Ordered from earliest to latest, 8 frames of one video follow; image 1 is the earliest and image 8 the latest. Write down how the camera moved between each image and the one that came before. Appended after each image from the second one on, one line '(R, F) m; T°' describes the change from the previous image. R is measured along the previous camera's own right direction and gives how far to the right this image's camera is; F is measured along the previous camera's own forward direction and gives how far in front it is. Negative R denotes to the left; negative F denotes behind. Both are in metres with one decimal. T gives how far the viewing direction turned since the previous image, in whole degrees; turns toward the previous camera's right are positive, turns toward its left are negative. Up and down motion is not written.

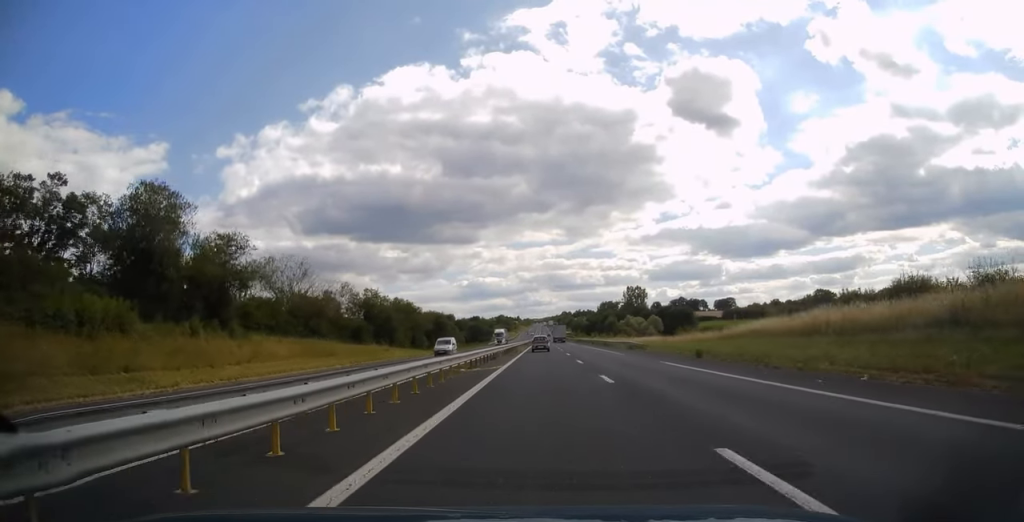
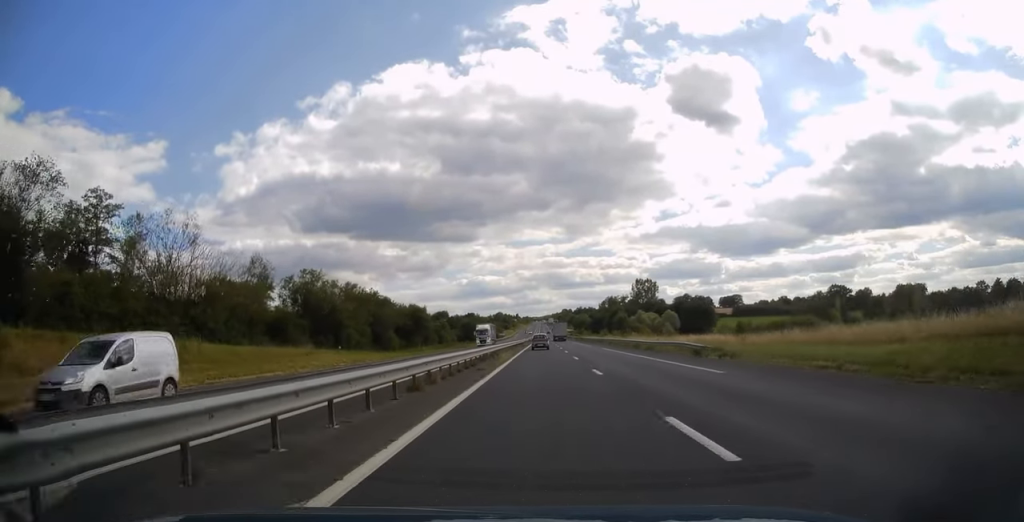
(+0.1, +23.9) m; 0°
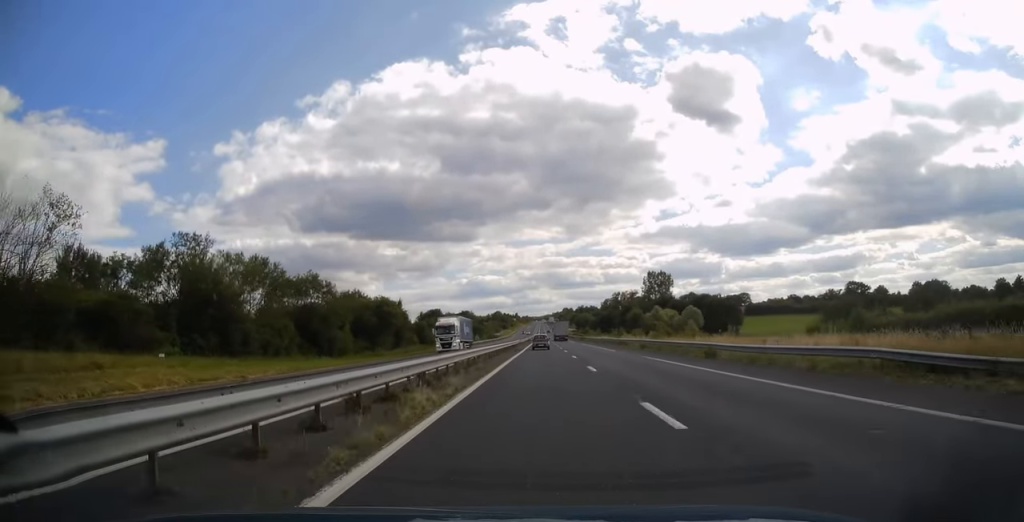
(0.0, +24.5) m; 0°
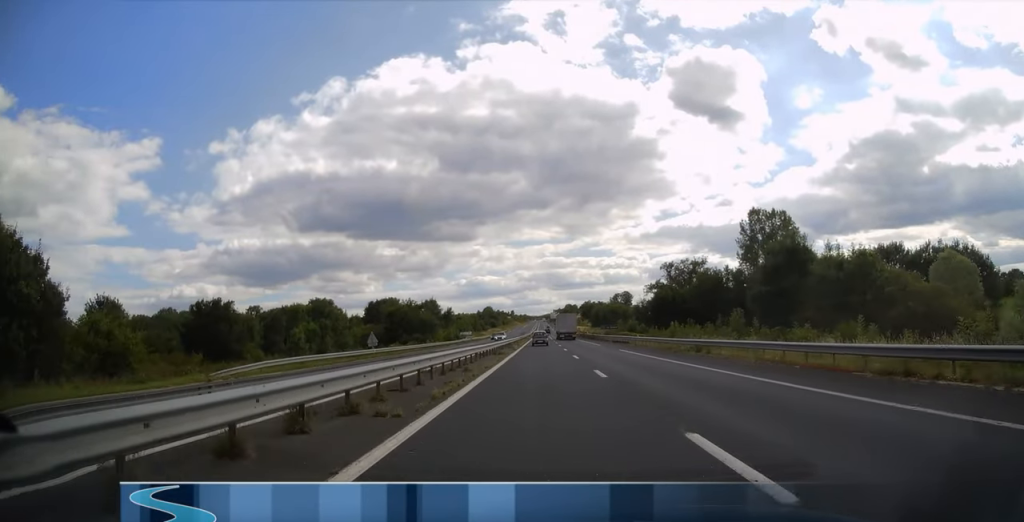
(0.0, +96.0) m; 0°
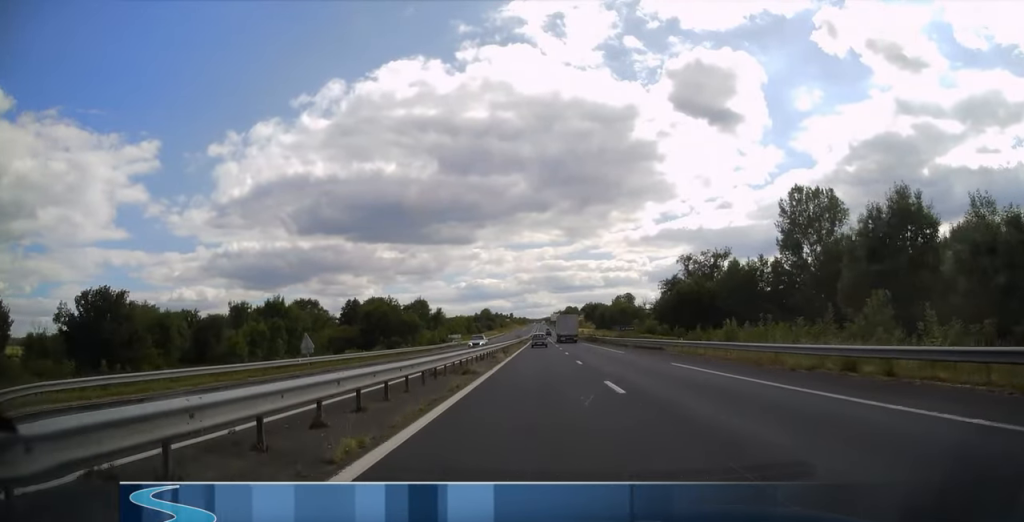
(0.0, +17.3) m; 0°
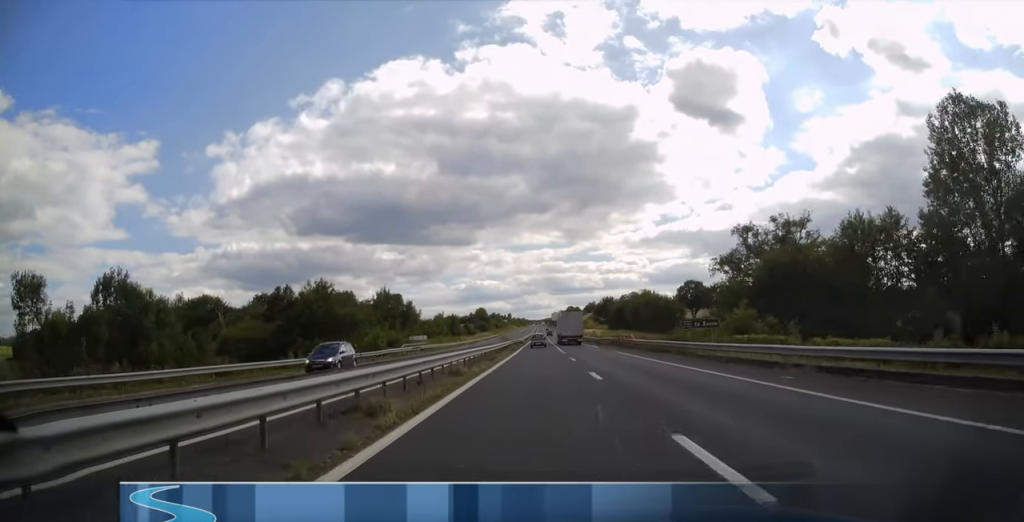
(0.0, +35.6) m; 0°
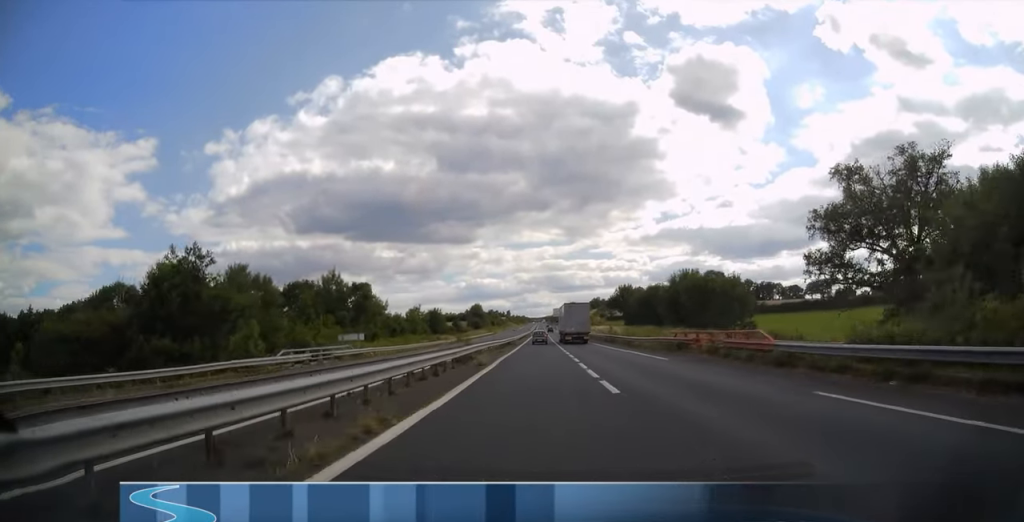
(0.0, +31.1) m; 0°
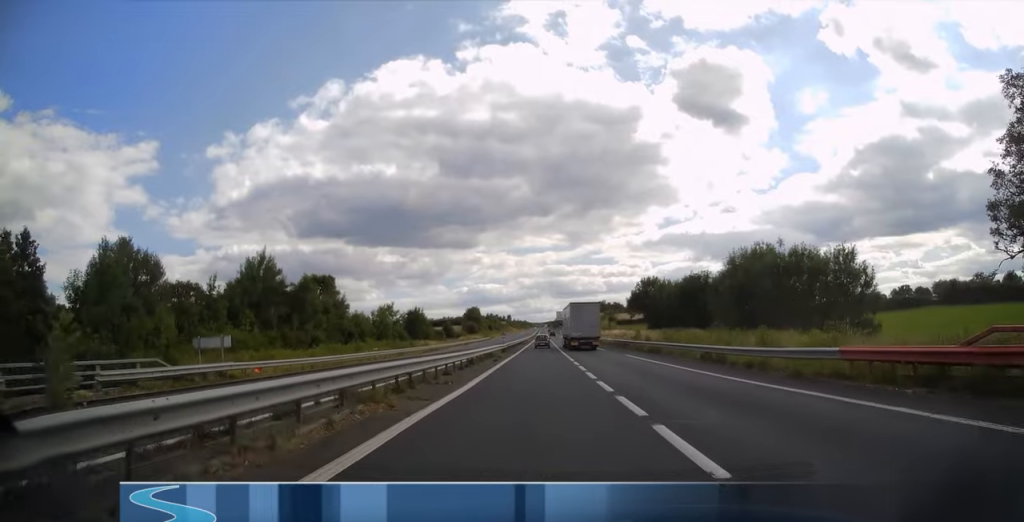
(0.0, +25.3) m; 0°
